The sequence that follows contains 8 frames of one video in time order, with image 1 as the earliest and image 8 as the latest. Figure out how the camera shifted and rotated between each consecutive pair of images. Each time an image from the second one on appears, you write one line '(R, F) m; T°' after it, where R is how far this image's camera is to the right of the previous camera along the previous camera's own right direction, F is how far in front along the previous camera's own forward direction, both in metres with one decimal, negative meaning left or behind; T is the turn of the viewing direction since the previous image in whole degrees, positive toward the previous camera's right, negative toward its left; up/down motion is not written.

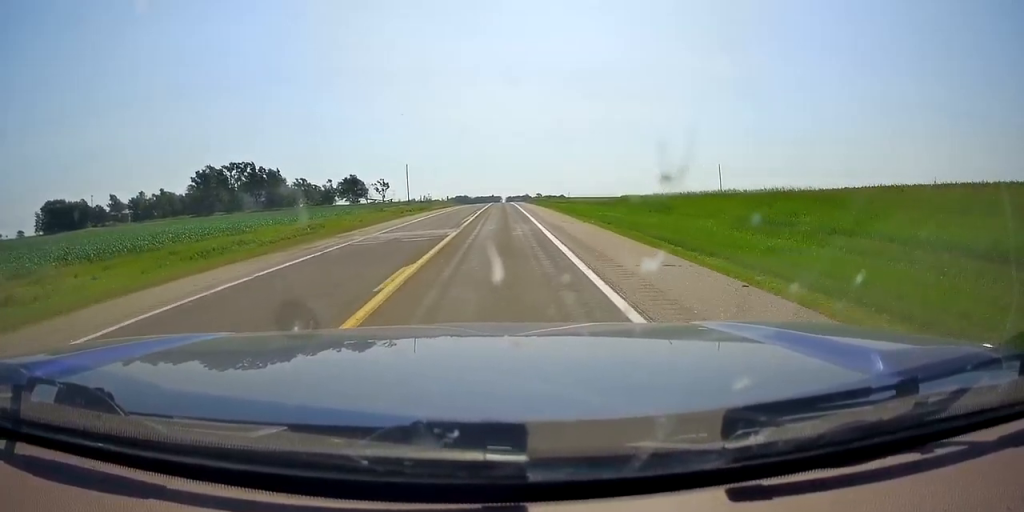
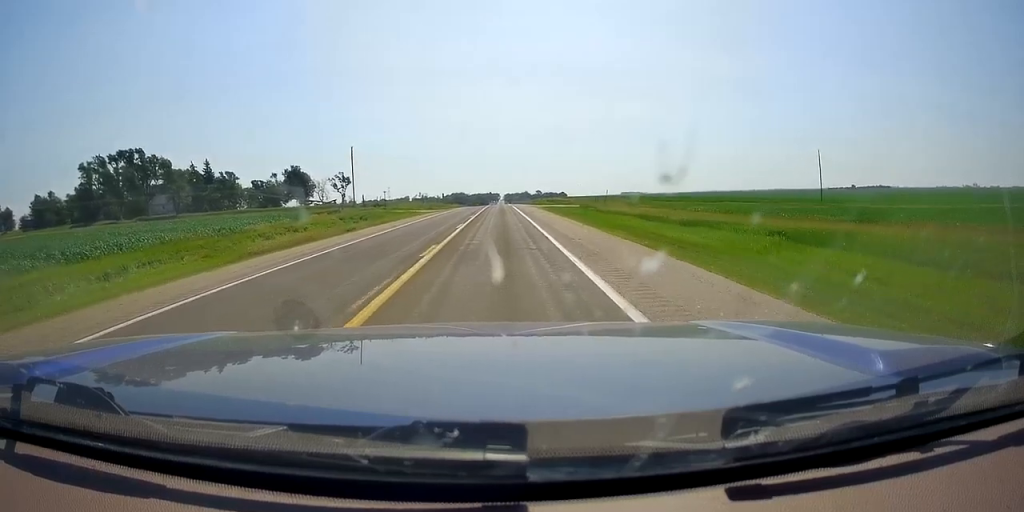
(0.0, +55.5) m; 0°
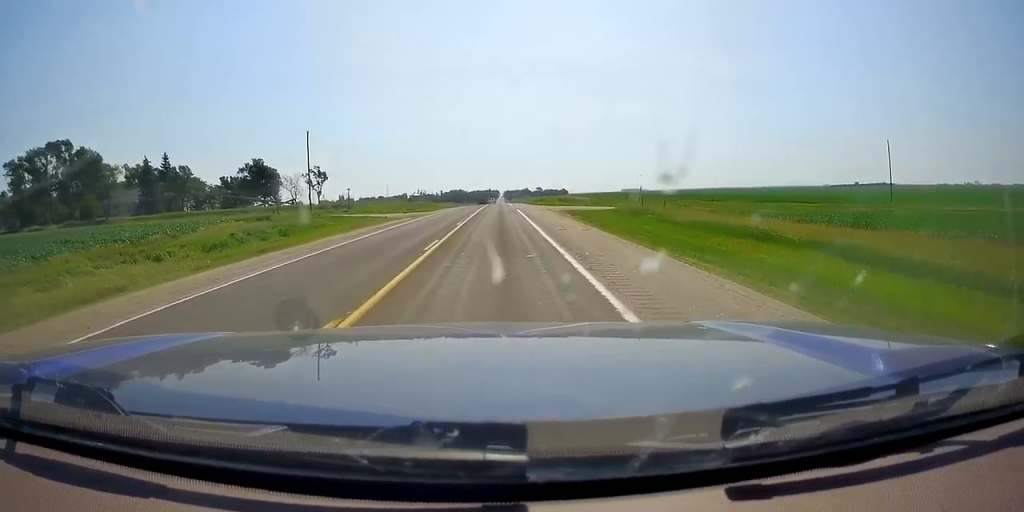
(0.0, +23.0) m; 0°
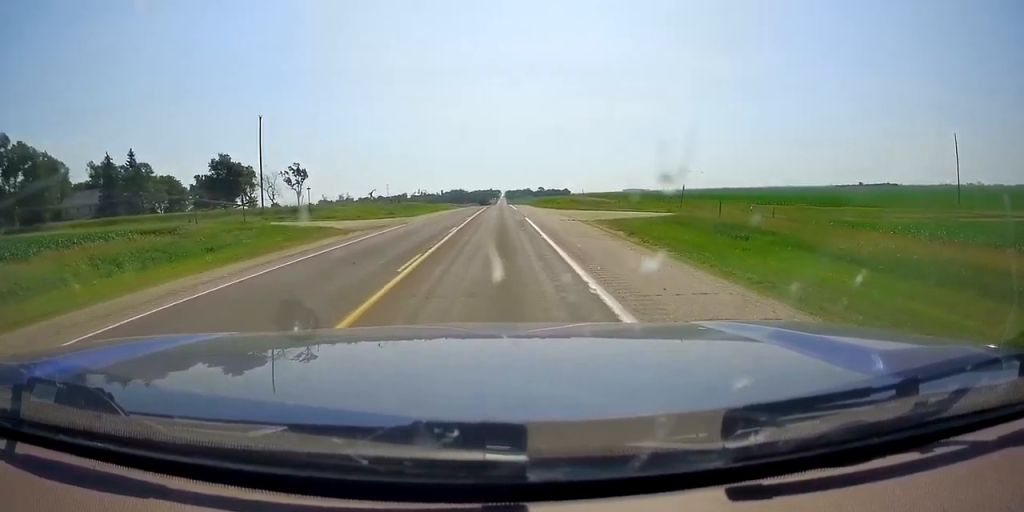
(0.0, +16.3) m; 0°
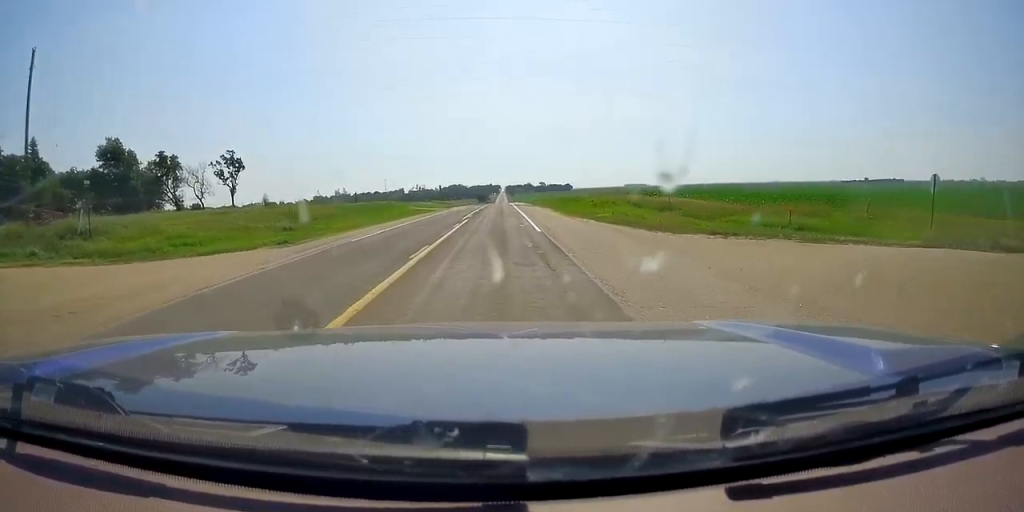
(0.0, +34.2) m; 0°
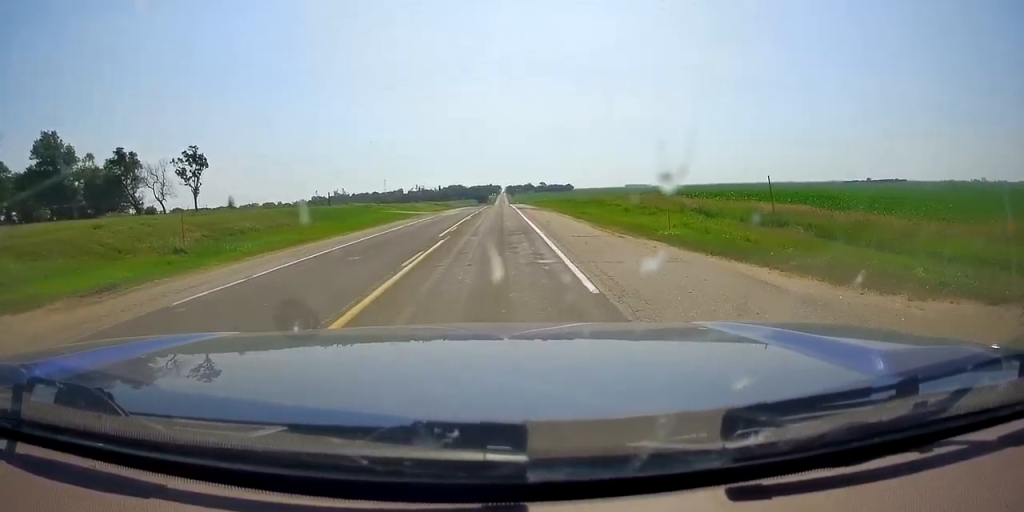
(0.0, +13.3) m; 0°
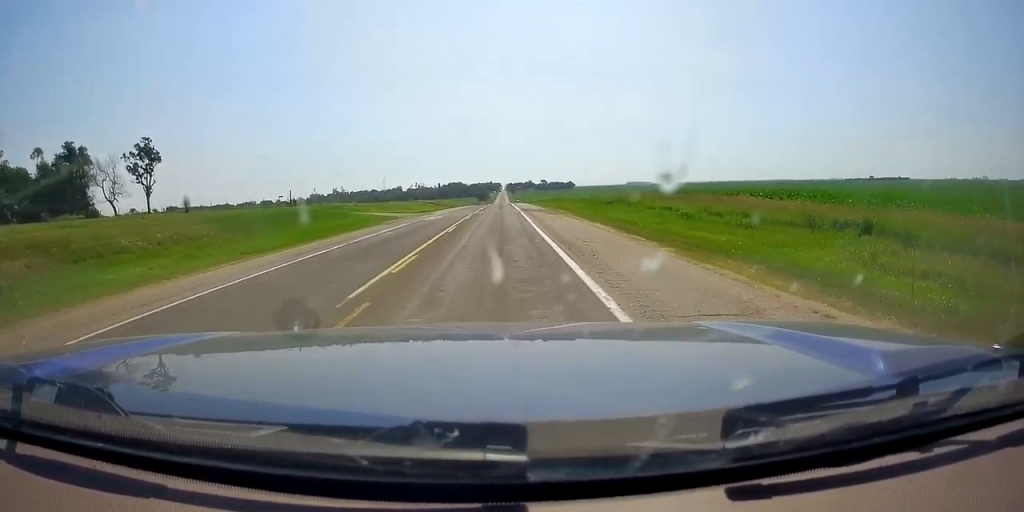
(0.0, +13.4) m; 0°
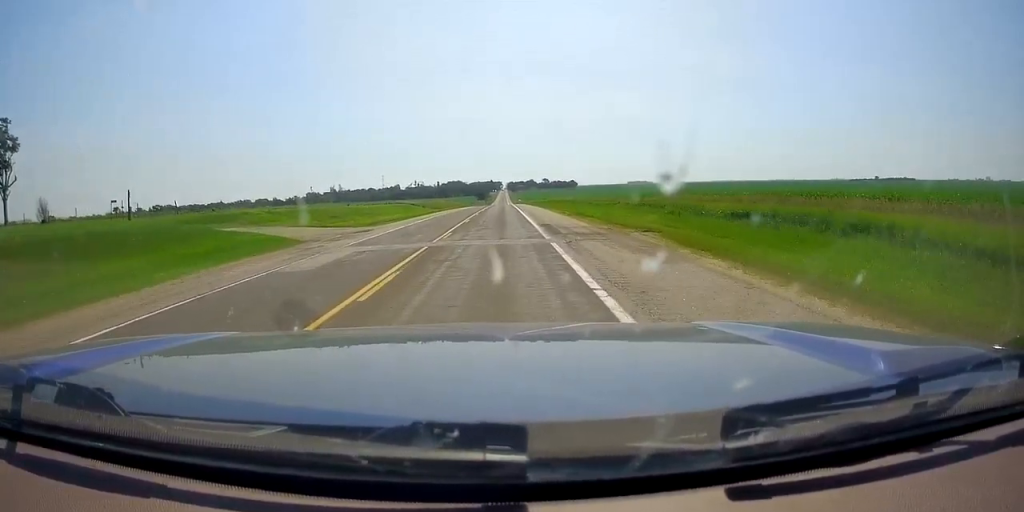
(0.0, +27.4) m; 0°
